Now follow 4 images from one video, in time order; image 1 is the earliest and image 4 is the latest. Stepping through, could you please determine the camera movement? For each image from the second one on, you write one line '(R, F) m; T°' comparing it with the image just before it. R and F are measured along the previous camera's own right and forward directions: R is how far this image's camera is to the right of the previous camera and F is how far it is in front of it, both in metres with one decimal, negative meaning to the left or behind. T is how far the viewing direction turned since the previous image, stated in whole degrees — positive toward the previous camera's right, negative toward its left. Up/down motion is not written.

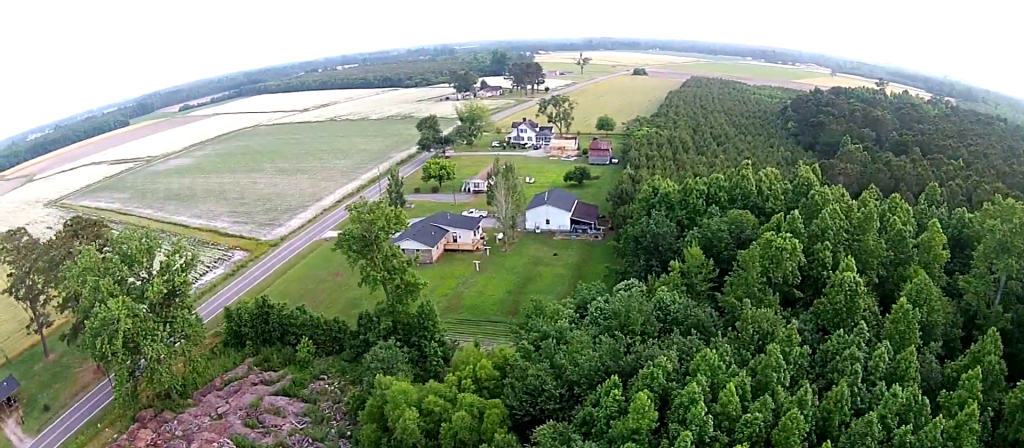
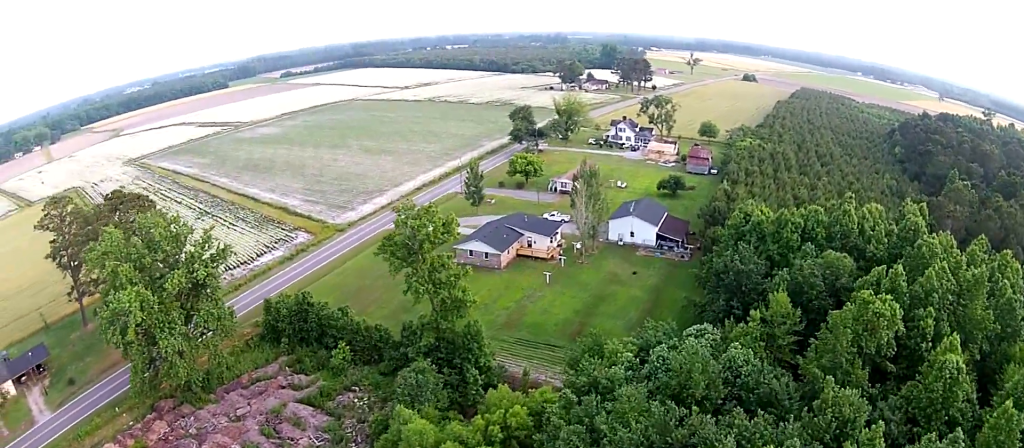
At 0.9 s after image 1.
(-0.5, +10.4) m; -4°
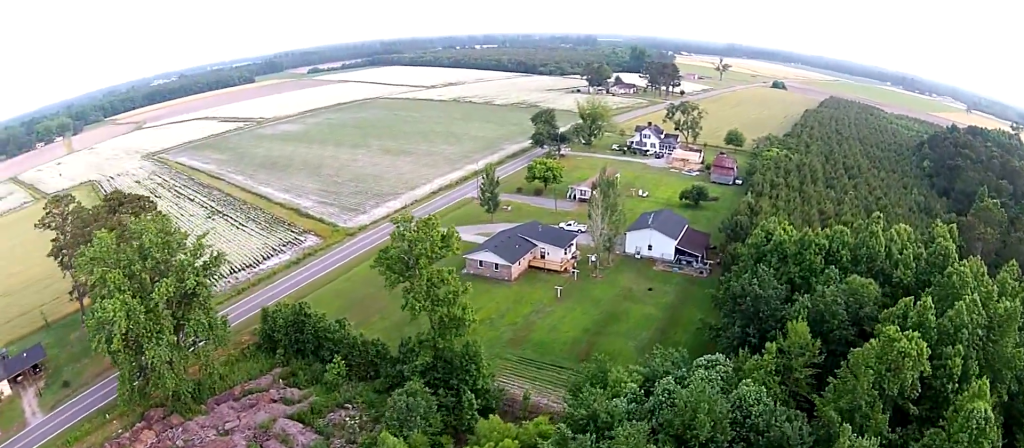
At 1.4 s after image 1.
(-0.1, +4.9) m; -2°
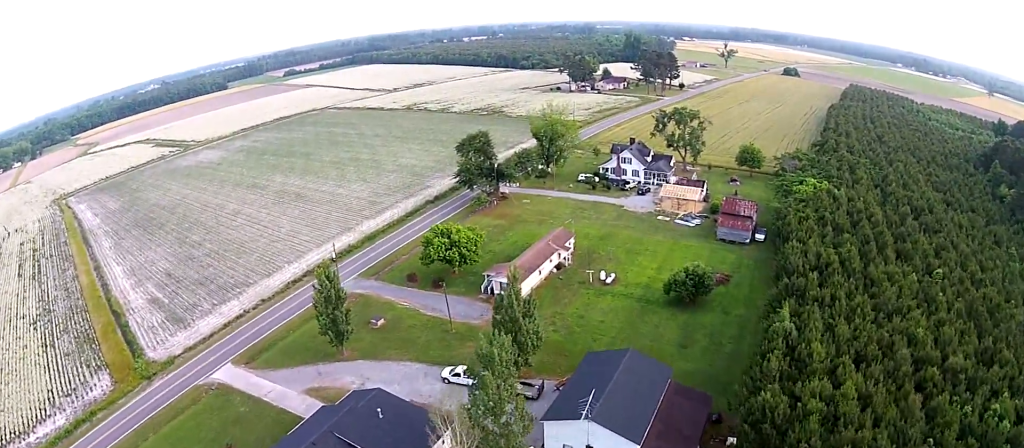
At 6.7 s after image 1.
(-8.2, +61.6) m; -7°
